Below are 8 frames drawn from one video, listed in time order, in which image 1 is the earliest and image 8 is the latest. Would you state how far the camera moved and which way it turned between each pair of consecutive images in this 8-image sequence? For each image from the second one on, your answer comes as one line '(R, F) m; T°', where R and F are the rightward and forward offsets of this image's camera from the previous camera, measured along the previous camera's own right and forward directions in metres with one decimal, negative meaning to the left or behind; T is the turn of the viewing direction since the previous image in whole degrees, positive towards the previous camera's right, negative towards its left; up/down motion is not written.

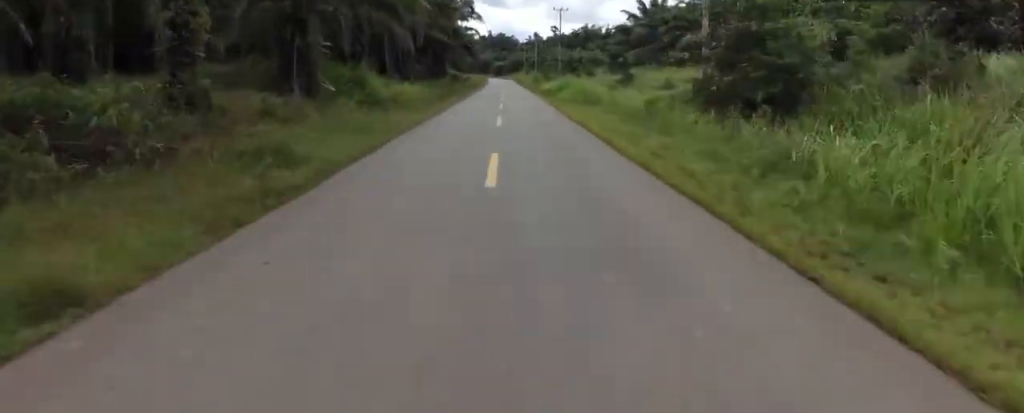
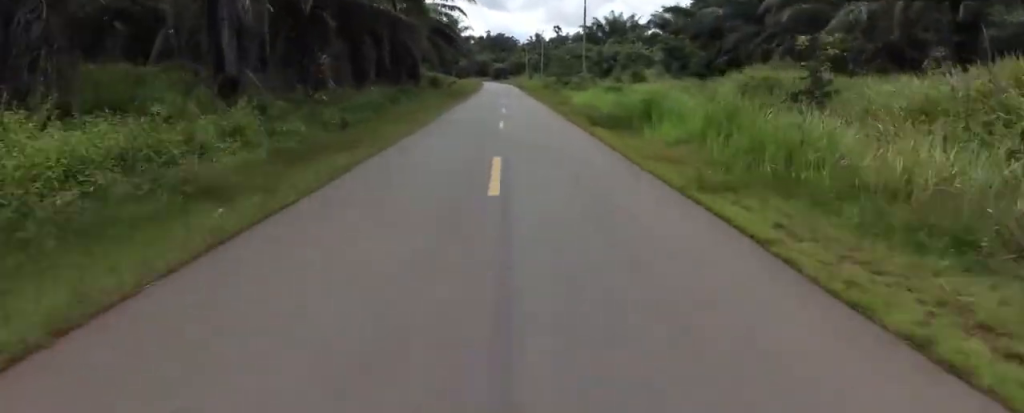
(-0.7, +24.5) m; 0°
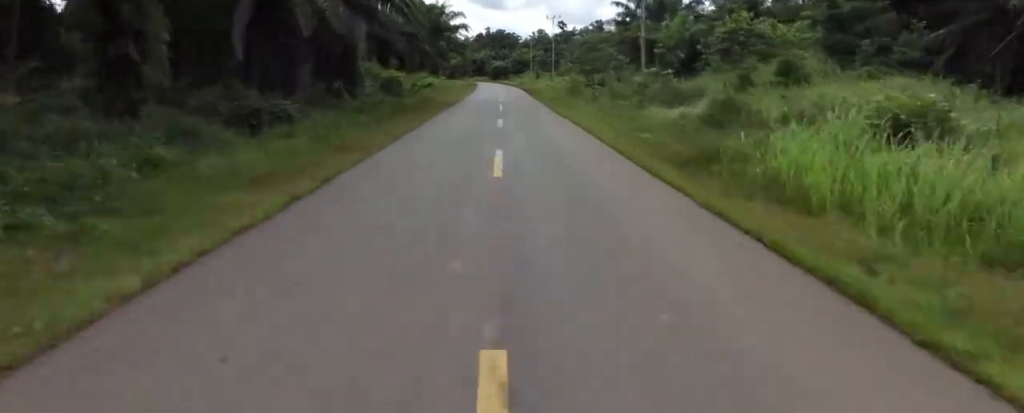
(+0.8, +22.7) m; 0°
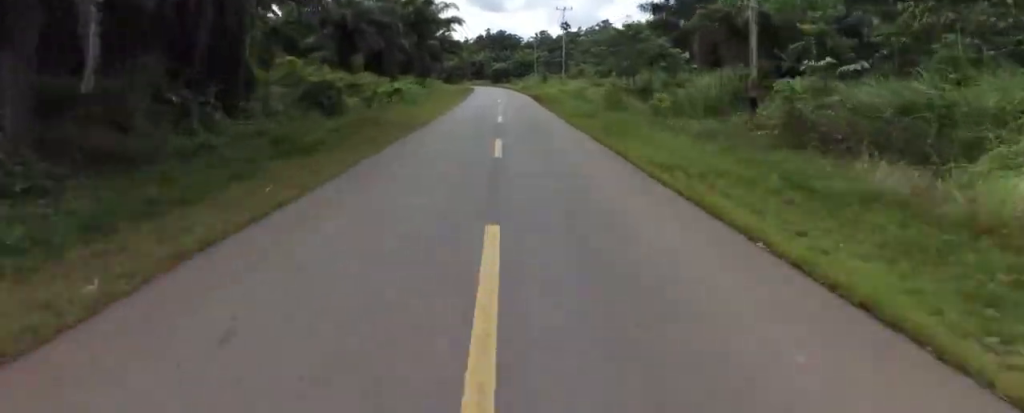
(-0.6, +14.2) m; 0°
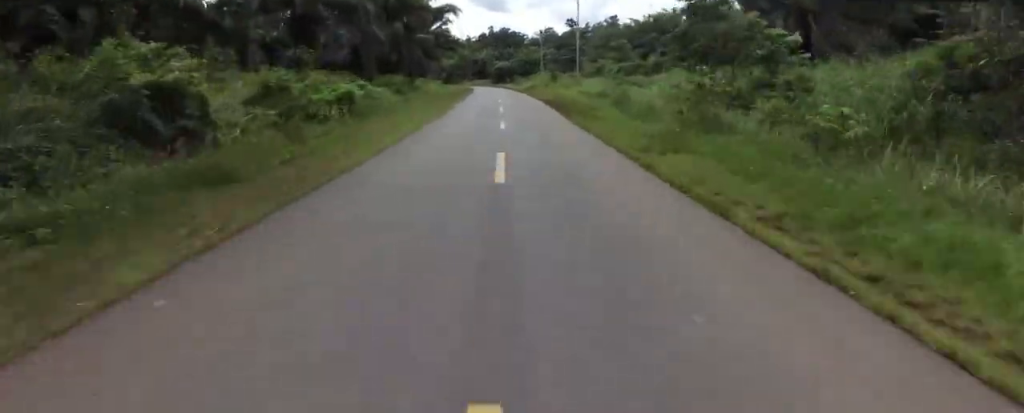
(-0.3, +10.8) m; 0°
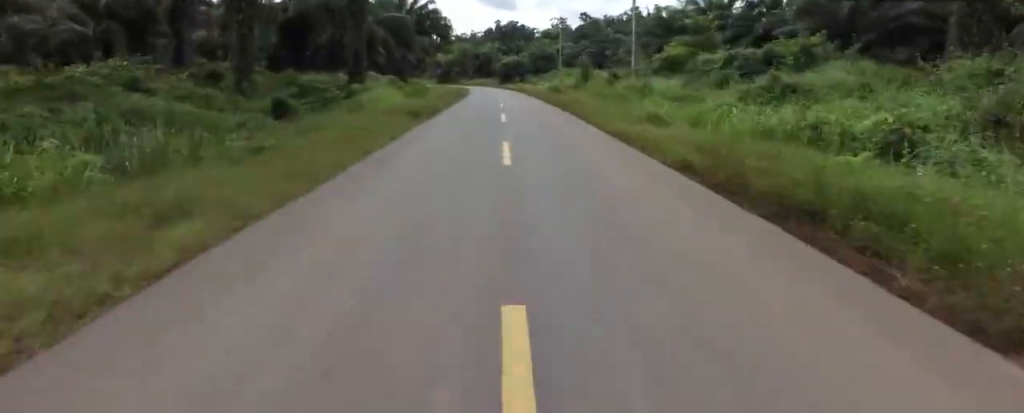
(+0.9, +24.0) m; 0°
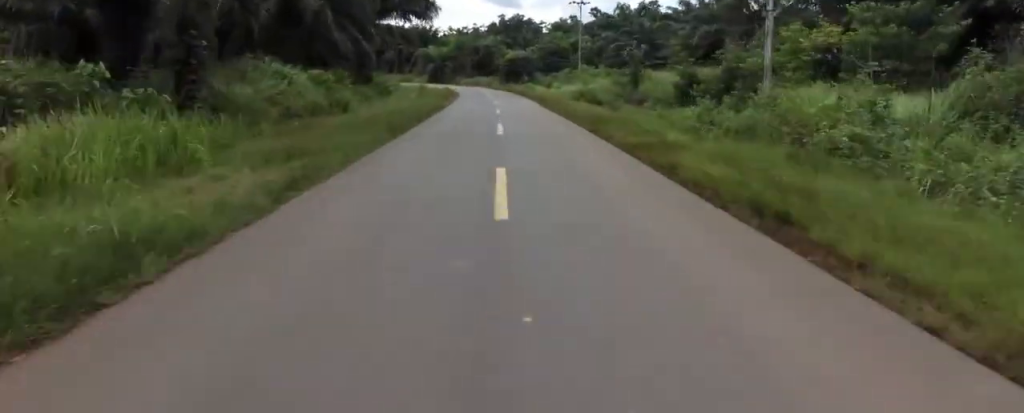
(-0.8, +19.3) m; -2°
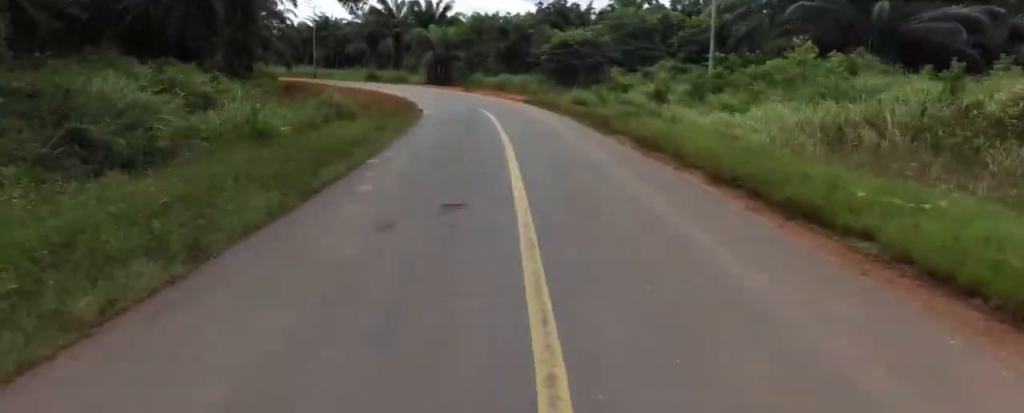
(-0.5, +36.7) m; -2°
